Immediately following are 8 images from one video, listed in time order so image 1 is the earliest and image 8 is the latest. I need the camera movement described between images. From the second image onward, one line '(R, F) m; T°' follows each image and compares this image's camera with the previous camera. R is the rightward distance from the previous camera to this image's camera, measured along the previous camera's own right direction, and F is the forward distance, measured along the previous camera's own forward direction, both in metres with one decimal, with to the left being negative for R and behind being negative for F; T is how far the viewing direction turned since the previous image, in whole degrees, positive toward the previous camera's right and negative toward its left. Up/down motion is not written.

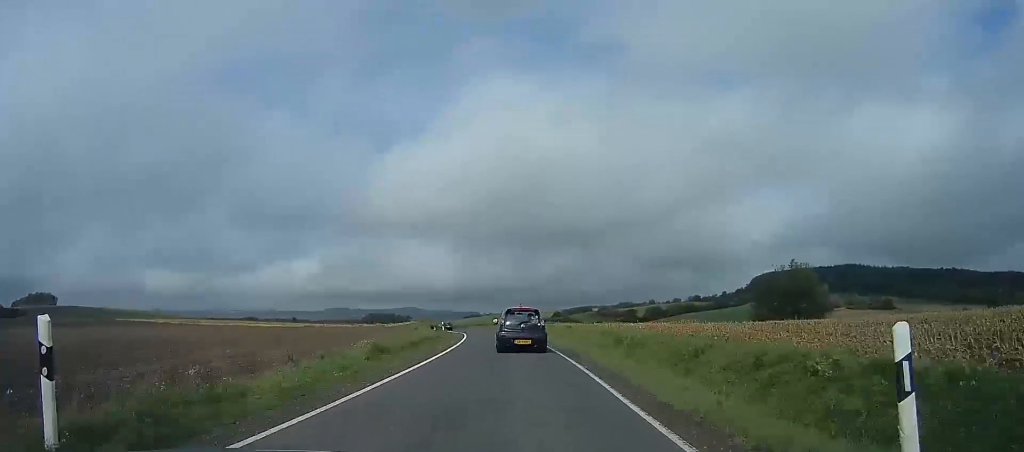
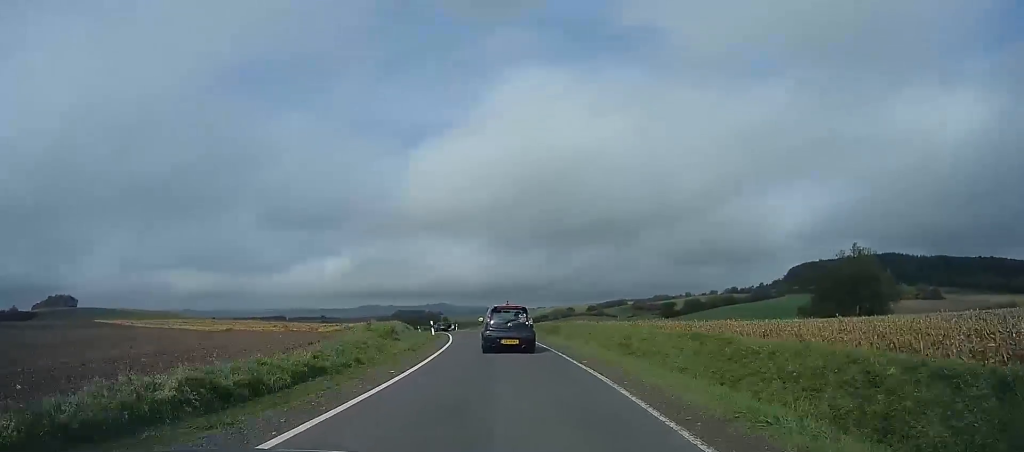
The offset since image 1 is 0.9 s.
(0.0, +19.7) m; 0°
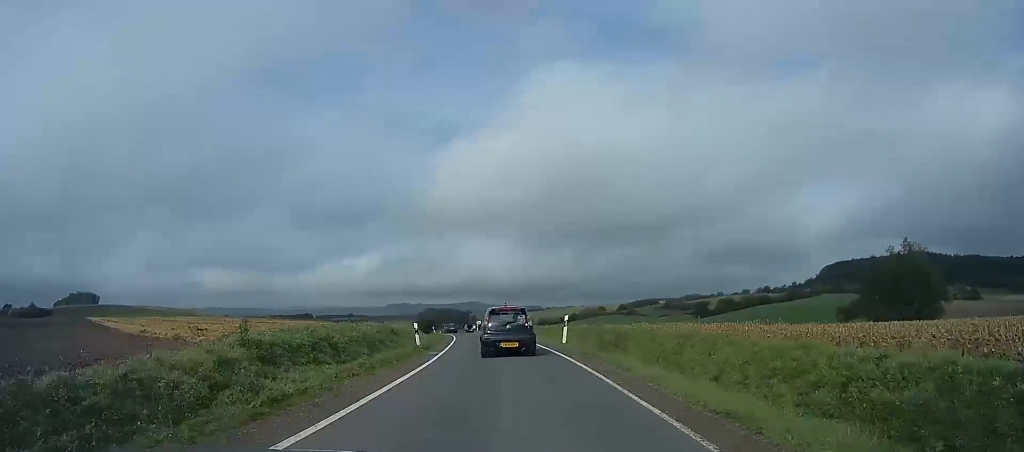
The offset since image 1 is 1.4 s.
(0.0, +11.5) m; 0°
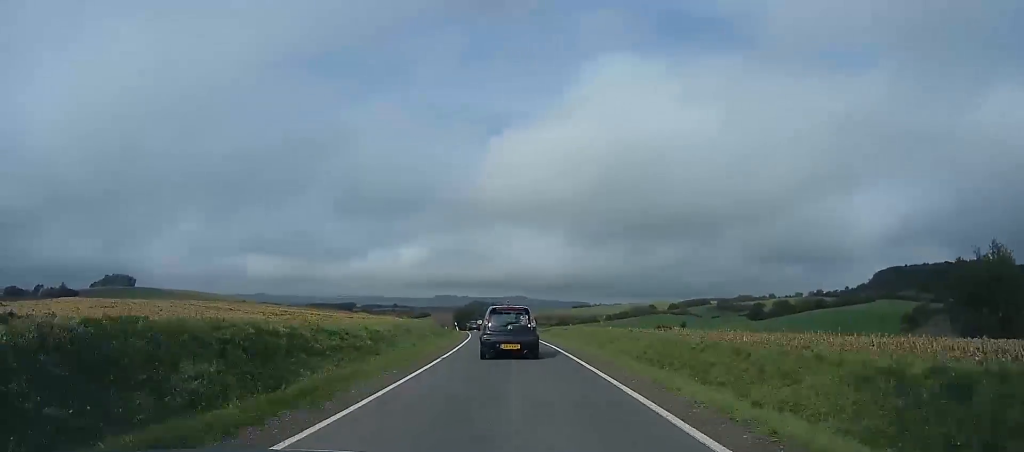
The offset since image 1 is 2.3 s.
(0.0, +18.4) m; 0°
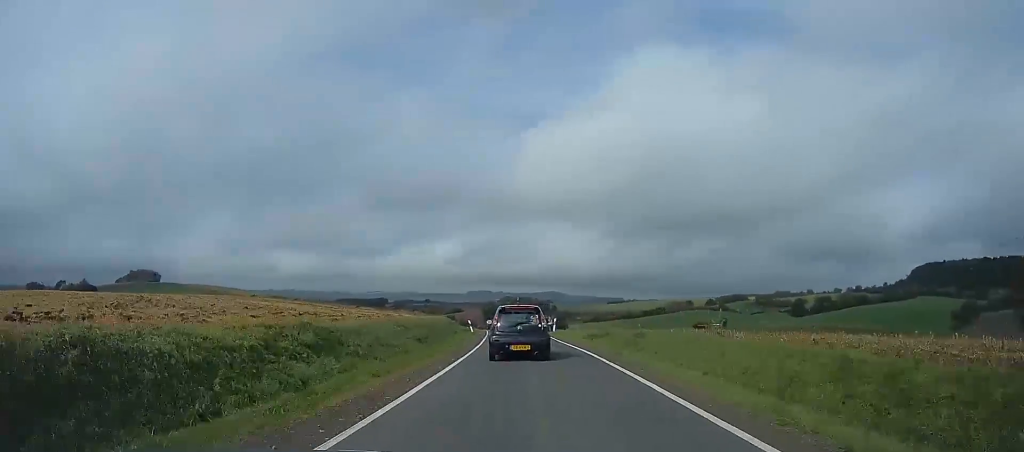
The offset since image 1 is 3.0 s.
(0.0, +14.6) m; -1°
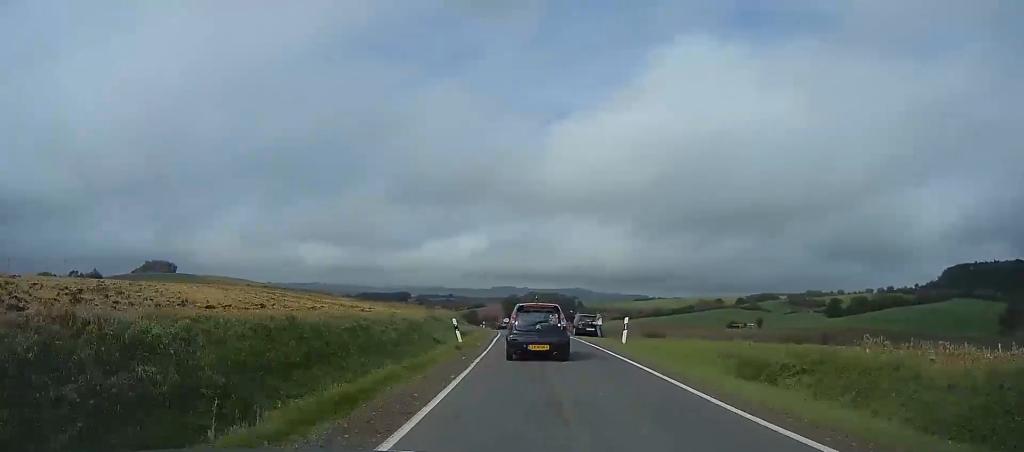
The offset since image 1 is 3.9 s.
(-0.2, +17.7) m; -3°
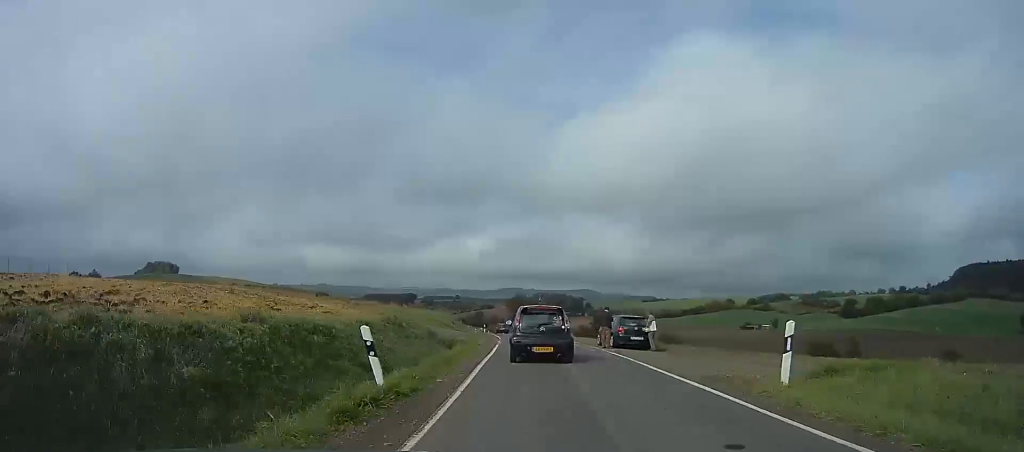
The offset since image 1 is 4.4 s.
(-0.5, +10.7) m; -2°
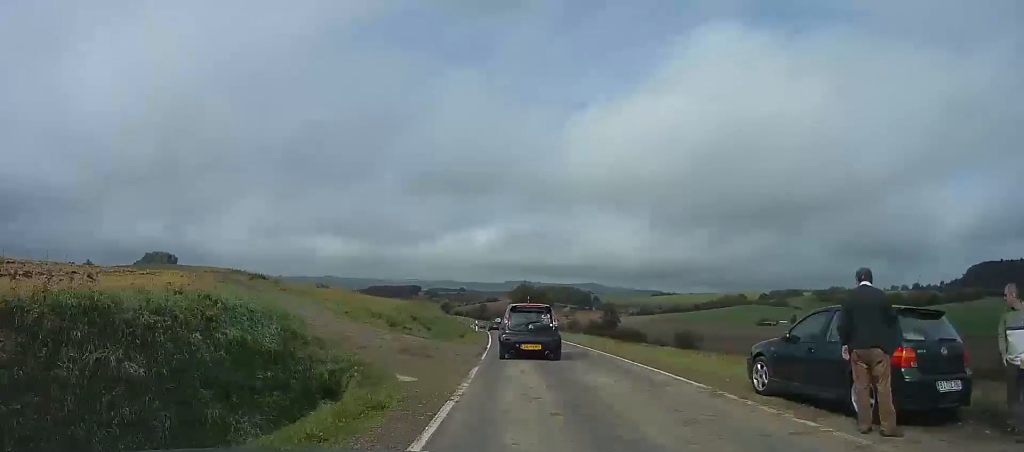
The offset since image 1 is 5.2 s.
(-0.2, +18.1) m; -1°
